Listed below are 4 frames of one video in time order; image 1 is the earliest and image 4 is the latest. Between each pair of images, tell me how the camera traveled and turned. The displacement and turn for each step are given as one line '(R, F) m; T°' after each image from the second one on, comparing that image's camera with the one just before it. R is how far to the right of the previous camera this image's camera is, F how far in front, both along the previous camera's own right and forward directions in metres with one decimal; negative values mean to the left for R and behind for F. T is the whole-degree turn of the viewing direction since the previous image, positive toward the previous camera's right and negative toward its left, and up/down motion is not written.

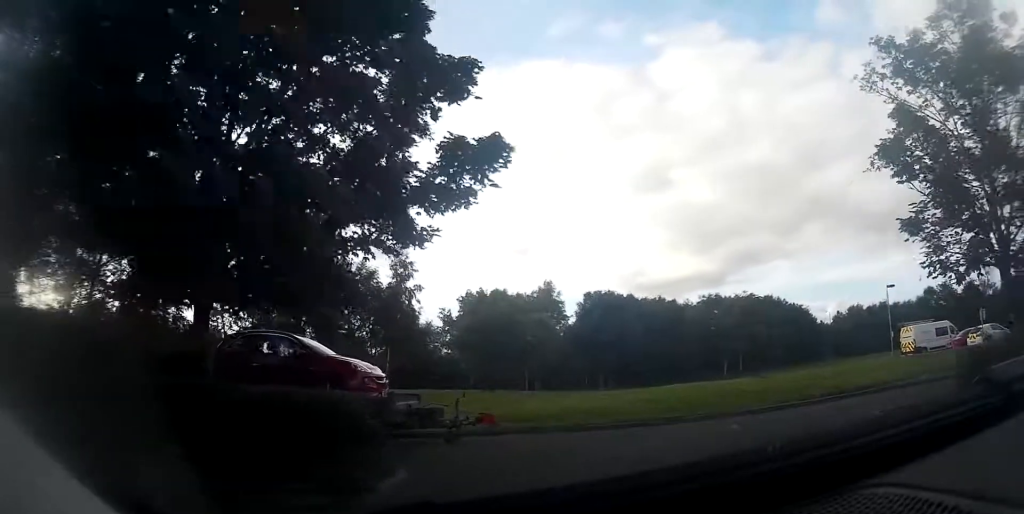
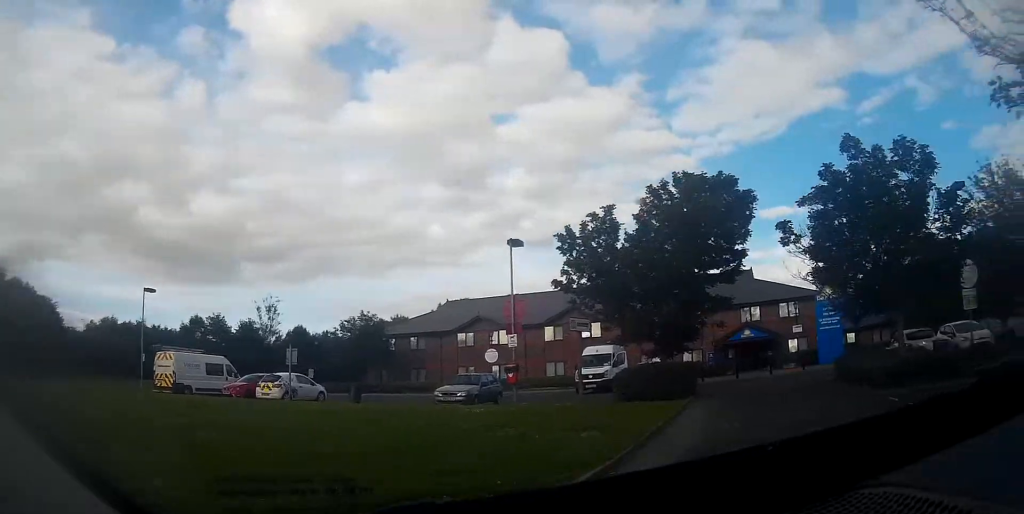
(+5.6, +13.2) m; +68°
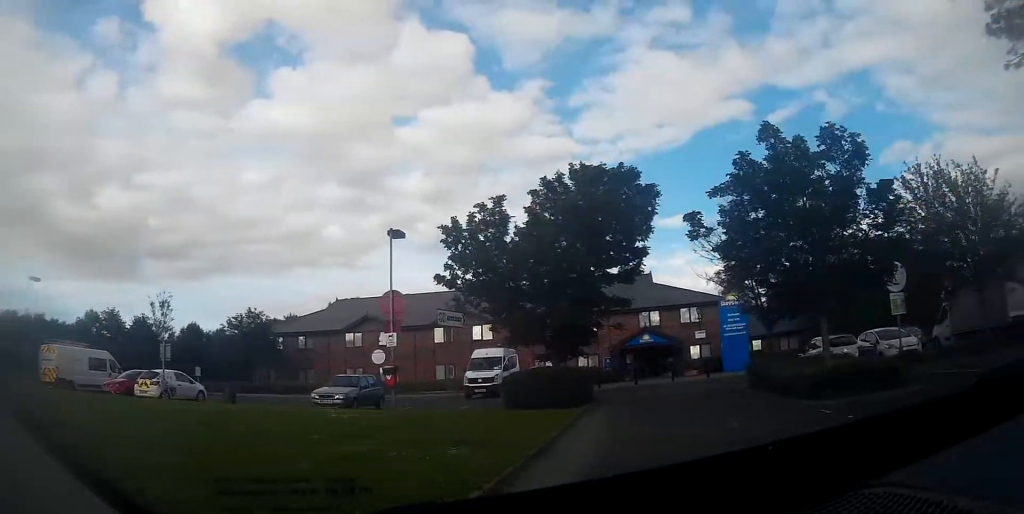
(+0.2, +1.6) m; +6°
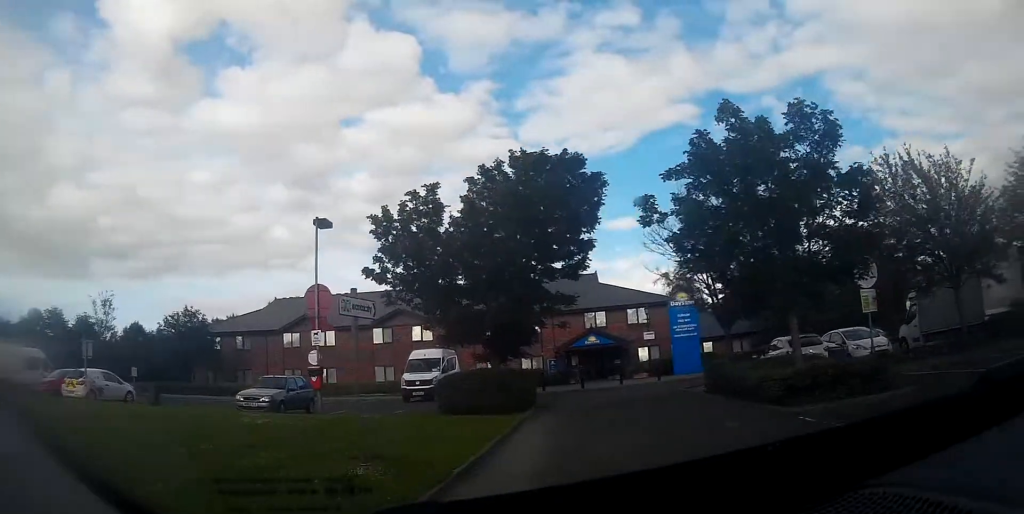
(+0.1, +1.5) m; +3°
